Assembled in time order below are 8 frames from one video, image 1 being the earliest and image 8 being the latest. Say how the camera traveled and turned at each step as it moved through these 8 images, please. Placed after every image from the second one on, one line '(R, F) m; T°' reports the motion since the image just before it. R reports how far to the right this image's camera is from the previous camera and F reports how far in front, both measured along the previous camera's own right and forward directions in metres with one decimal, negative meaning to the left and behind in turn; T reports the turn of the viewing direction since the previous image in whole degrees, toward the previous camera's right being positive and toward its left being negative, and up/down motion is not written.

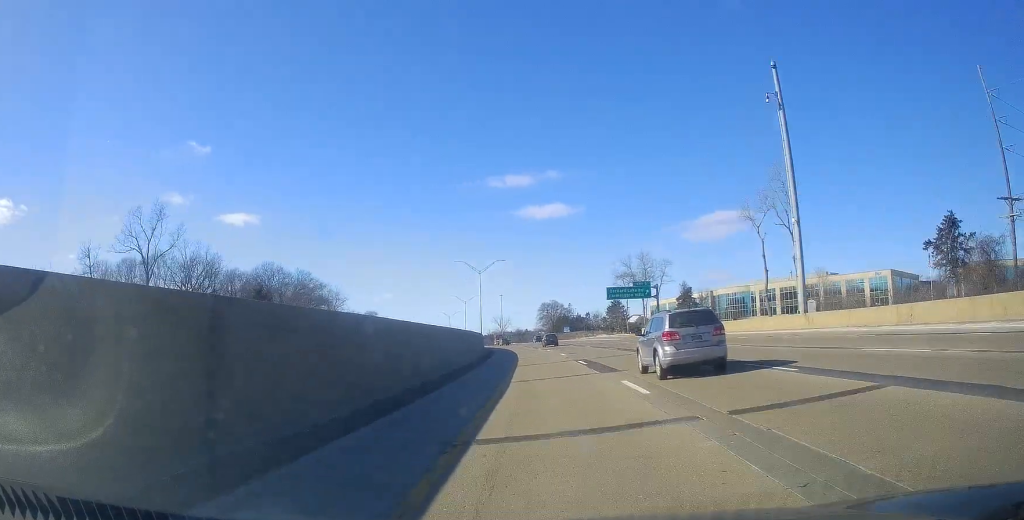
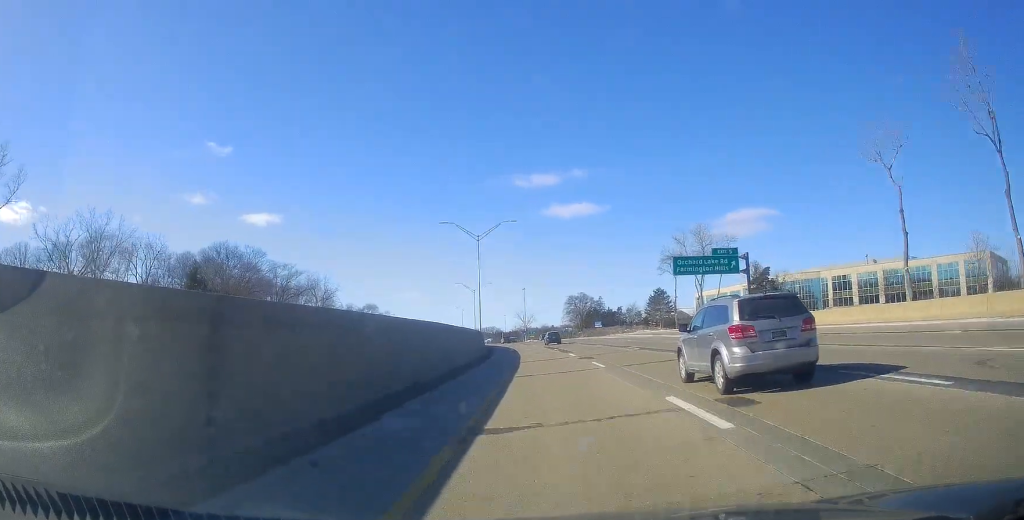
(-0.9, +36.8) m; -2°
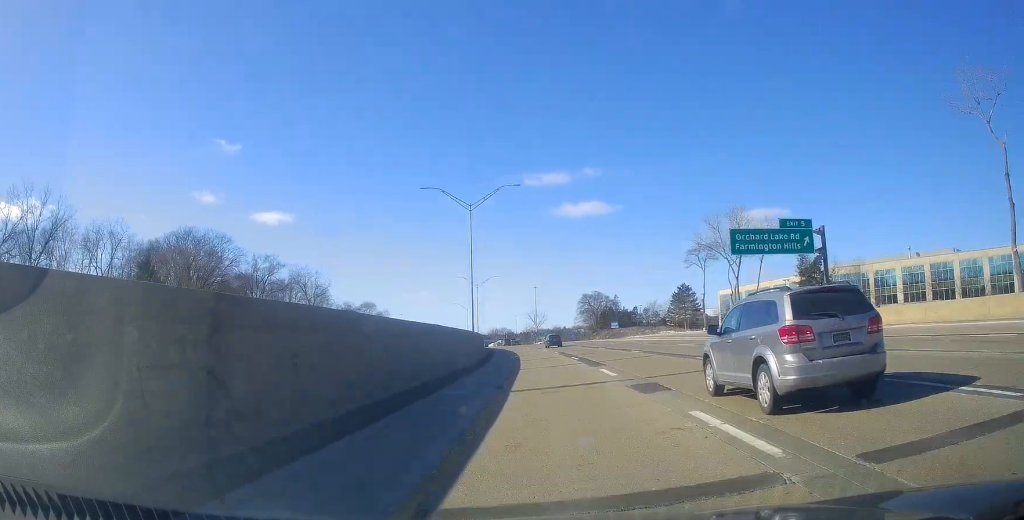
(+0.1, +17.2) m; -1°
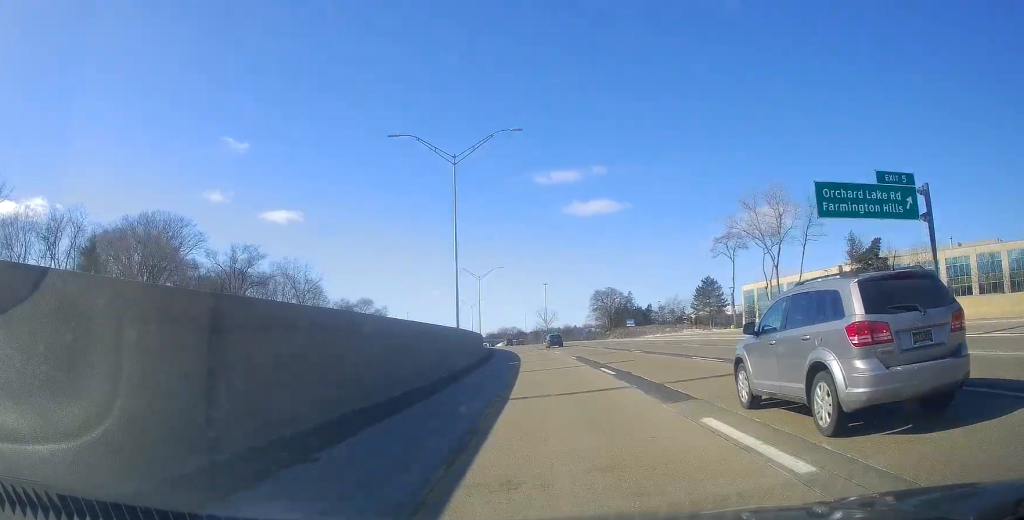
(-0.1, +14.7) m; -1°
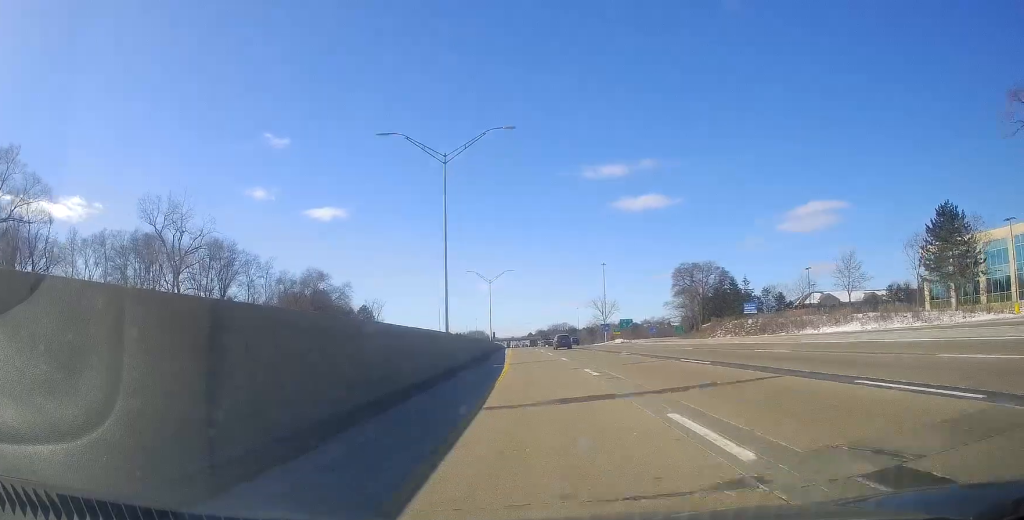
(-2.4, +76.0) m; -5°
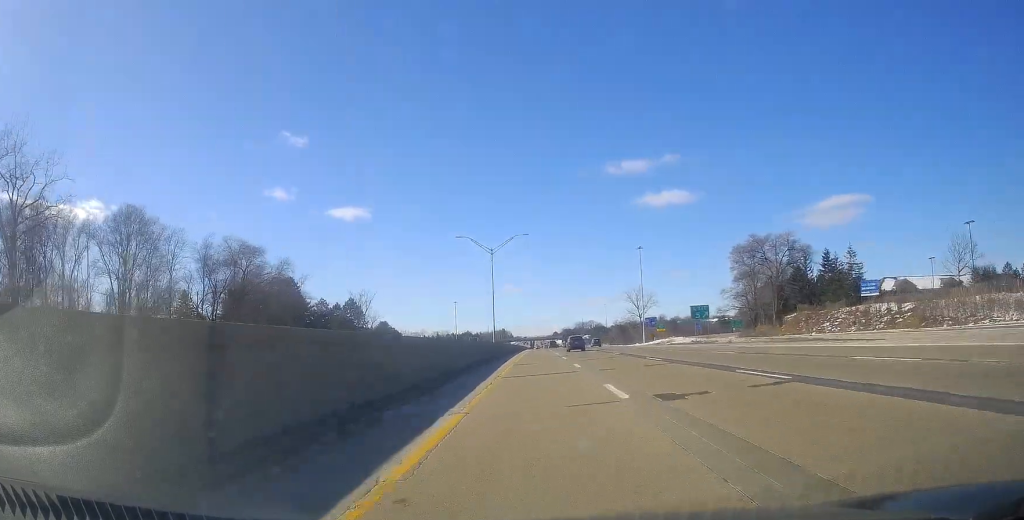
(-1.4, +38.2) m; -2°
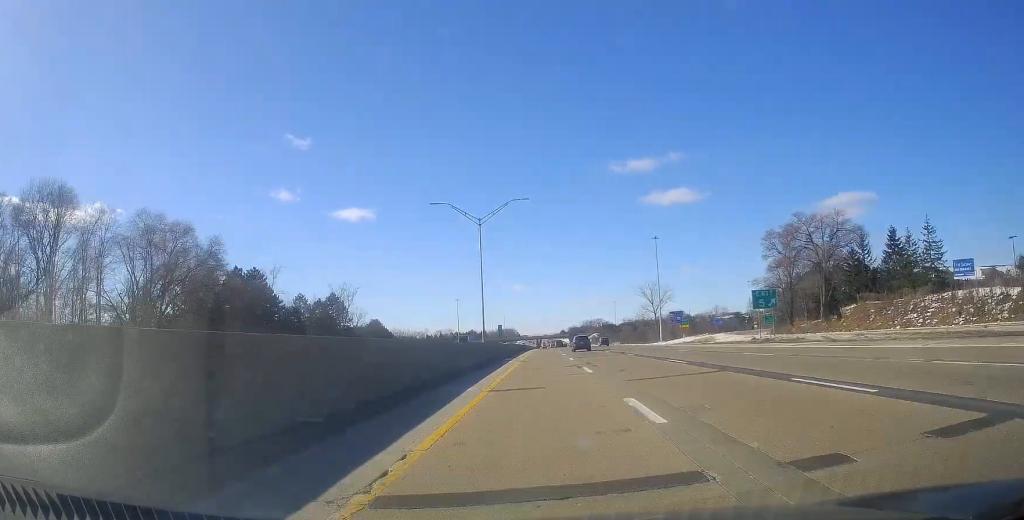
(-0.4, +19.8) m; 0°
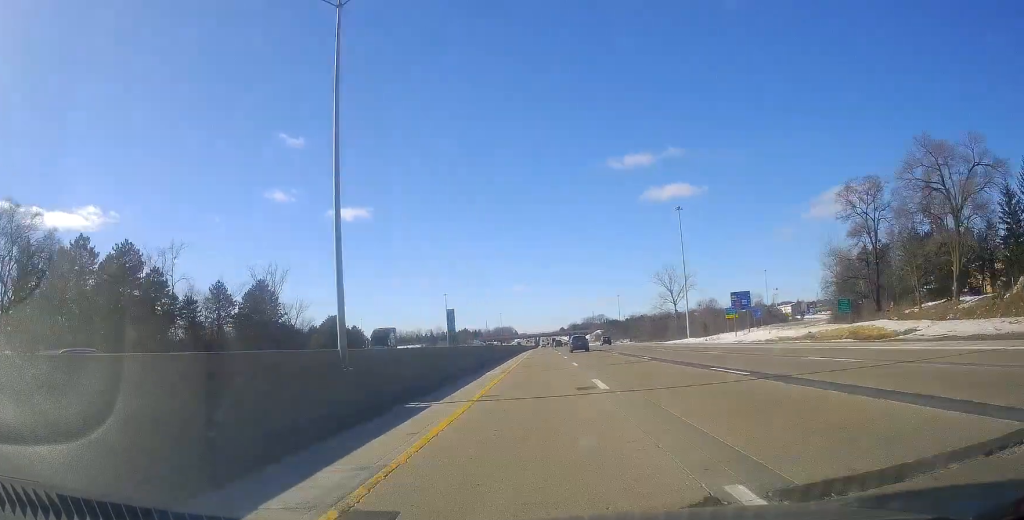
(+1.0, +38.6) m; 0°
